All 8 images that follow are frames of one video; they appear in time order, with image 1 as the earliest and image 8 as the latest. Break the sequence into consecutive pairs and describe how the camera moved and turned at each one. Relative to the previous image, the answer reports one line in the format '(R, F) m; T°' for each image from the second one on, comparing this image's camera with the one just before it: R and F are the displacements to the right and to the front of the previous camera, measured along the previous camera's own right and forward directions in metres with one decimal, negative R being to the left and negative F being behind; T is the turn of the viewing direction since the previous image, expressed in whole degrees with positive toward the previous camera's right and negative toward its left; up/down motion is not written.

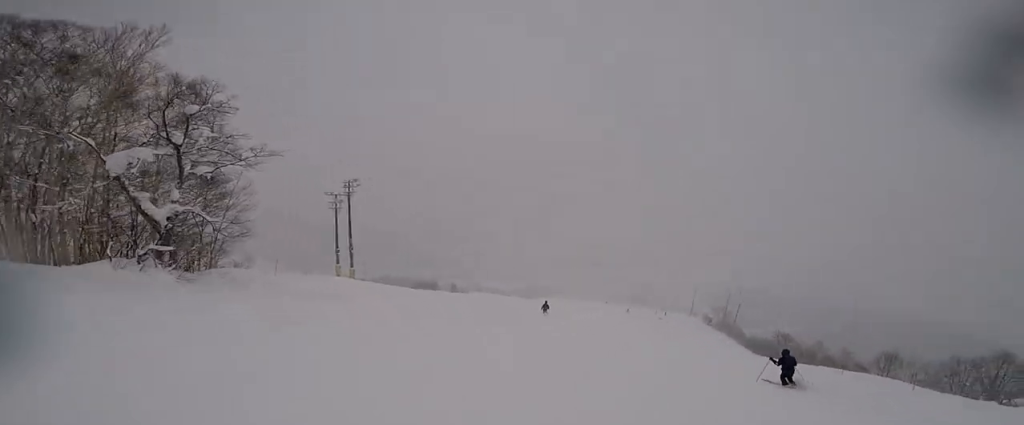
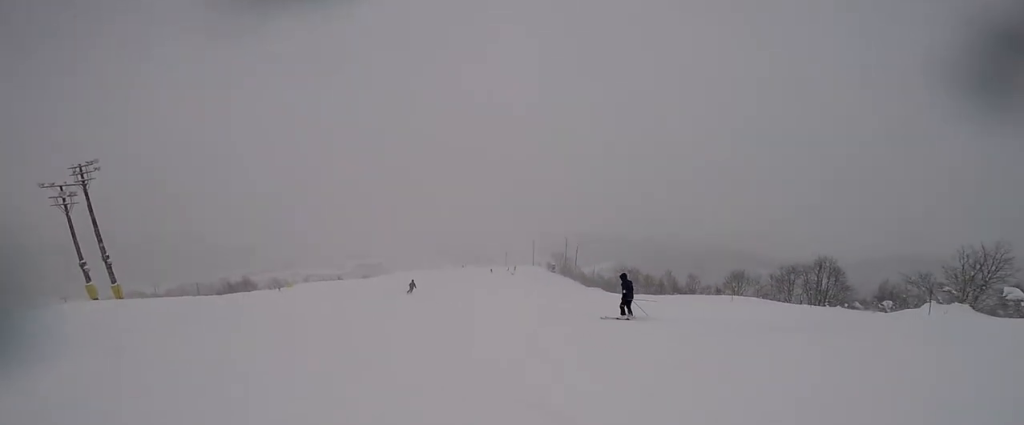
(+1.0, +7.2) m; +11°
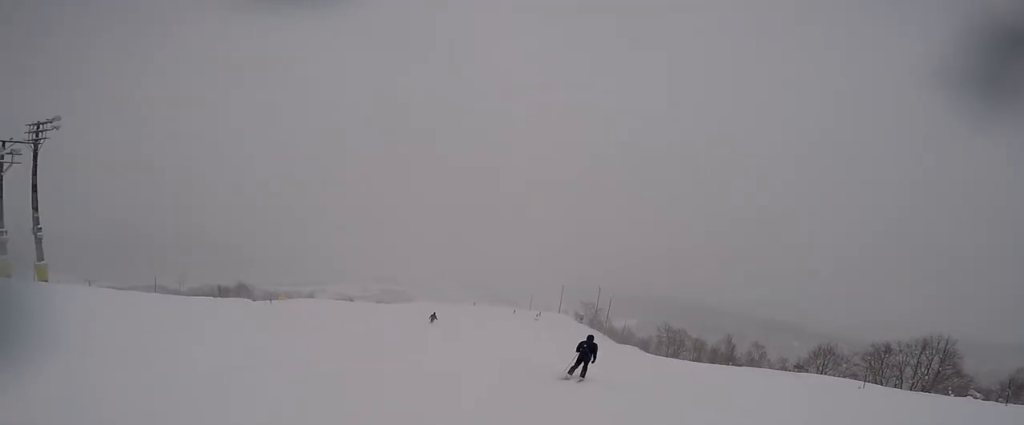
(+0.2, +9.8) m; -5°
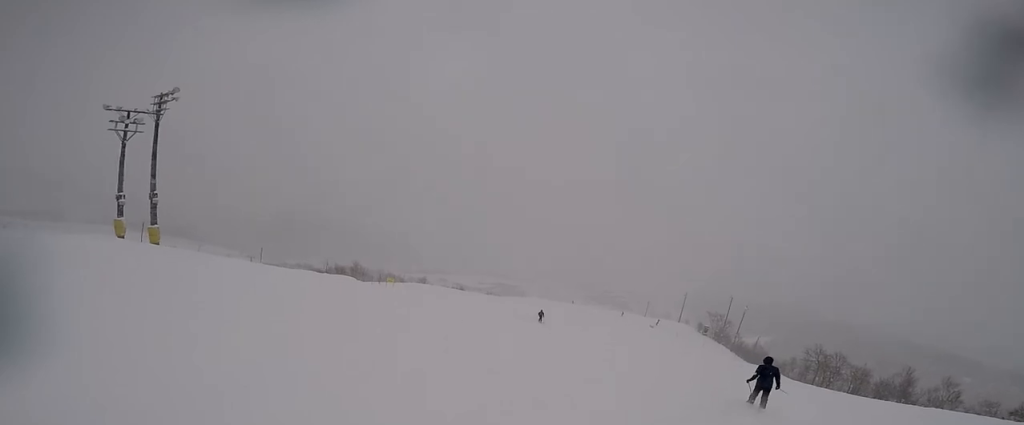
(-0.2, +5.7) m; -14°
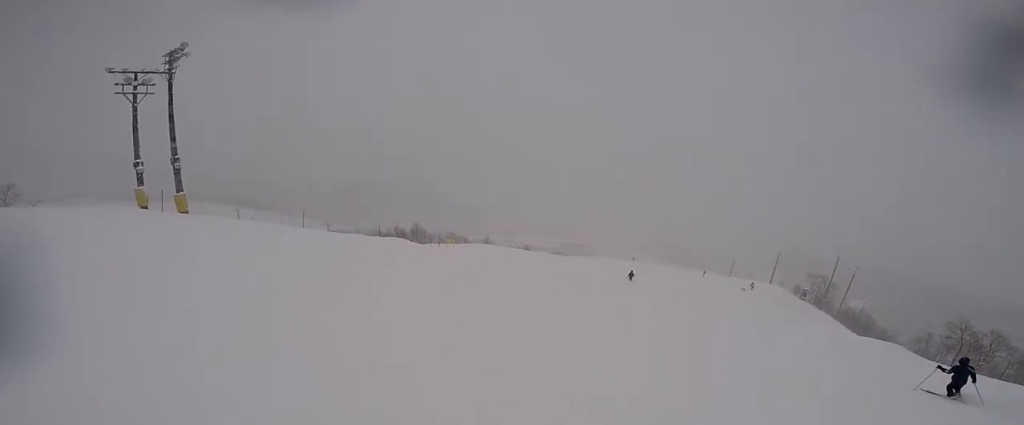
(-1.4, +6.8) m; -10°
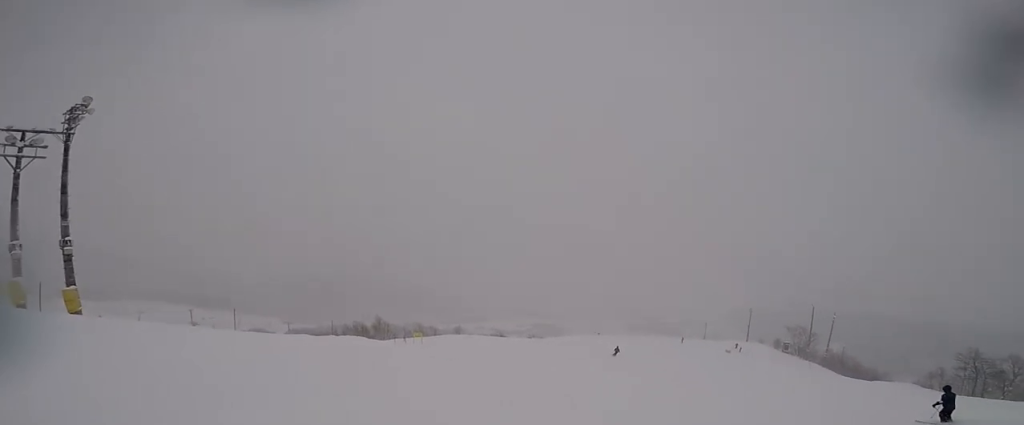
(0.0, +5.9) m; +24°
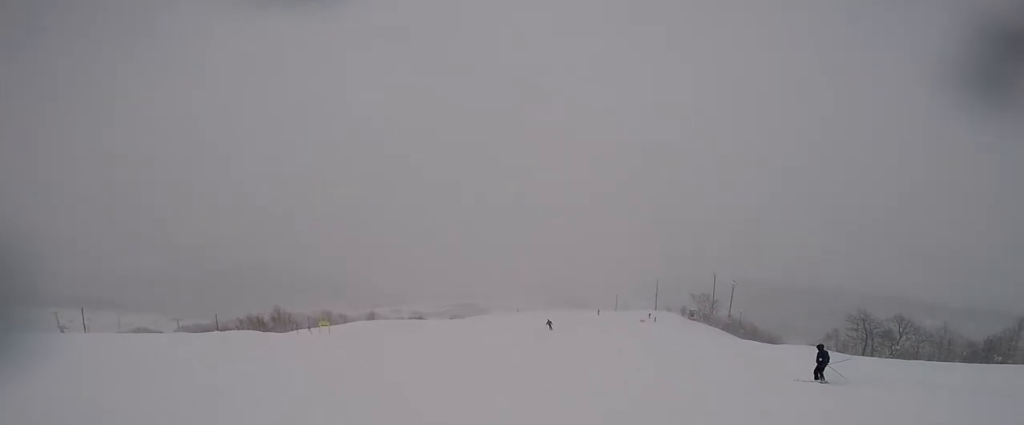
(+0.8, +2.5) m; +8°
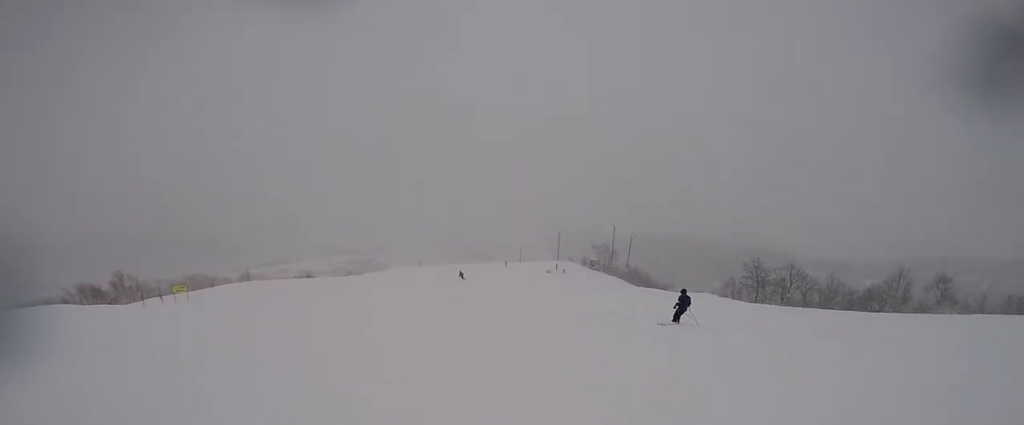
(+1.4, +3.9) m; +10°
